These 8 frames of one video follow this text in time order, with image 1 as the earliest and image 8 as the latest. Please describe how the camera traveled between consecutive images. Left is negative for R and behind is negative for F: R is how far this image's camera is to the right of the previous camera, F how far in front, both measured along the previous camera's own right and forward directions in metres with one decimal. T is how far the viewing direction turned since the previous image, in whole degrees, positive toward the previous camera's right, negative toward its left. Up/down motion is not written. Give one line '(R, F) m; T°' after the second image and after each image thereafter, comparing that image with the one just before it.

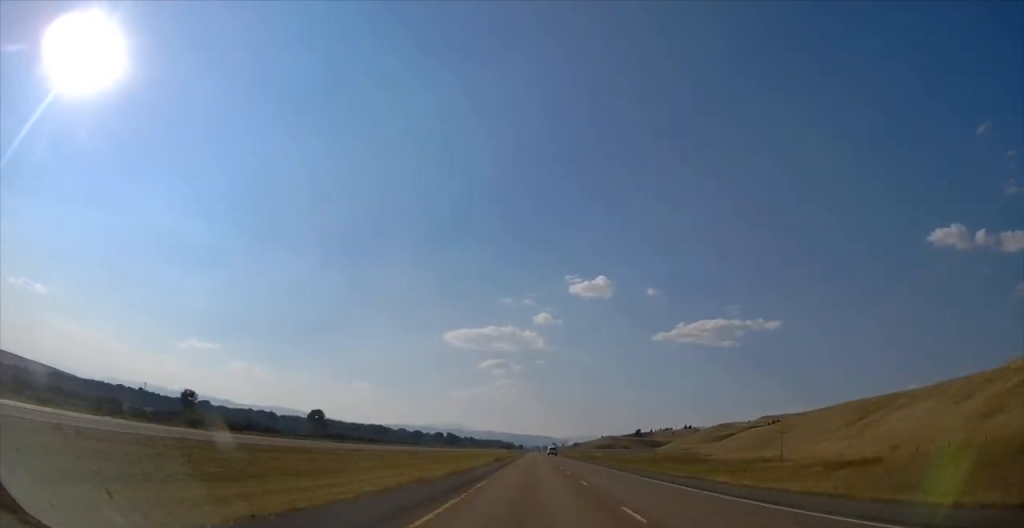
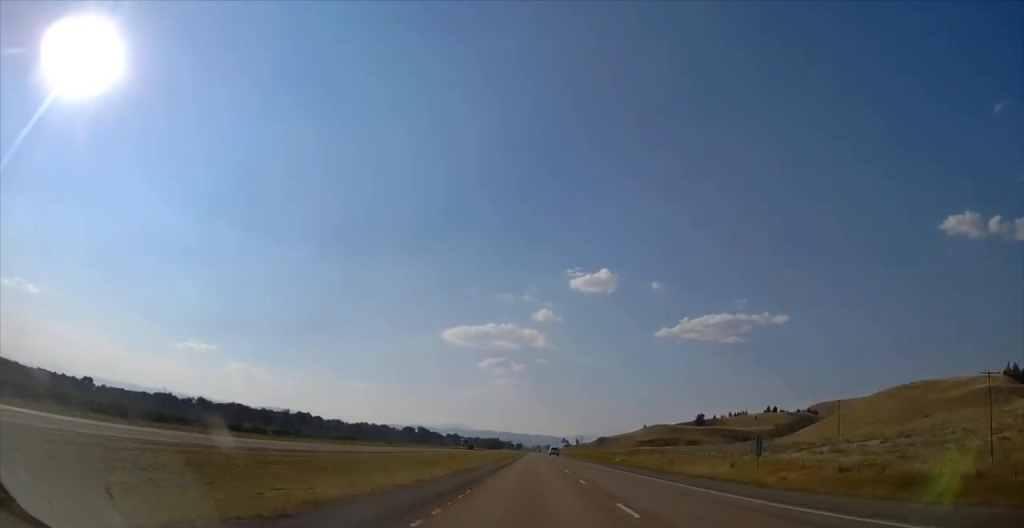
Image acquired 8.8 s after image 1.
(-0.3, +343.3) m; 0°
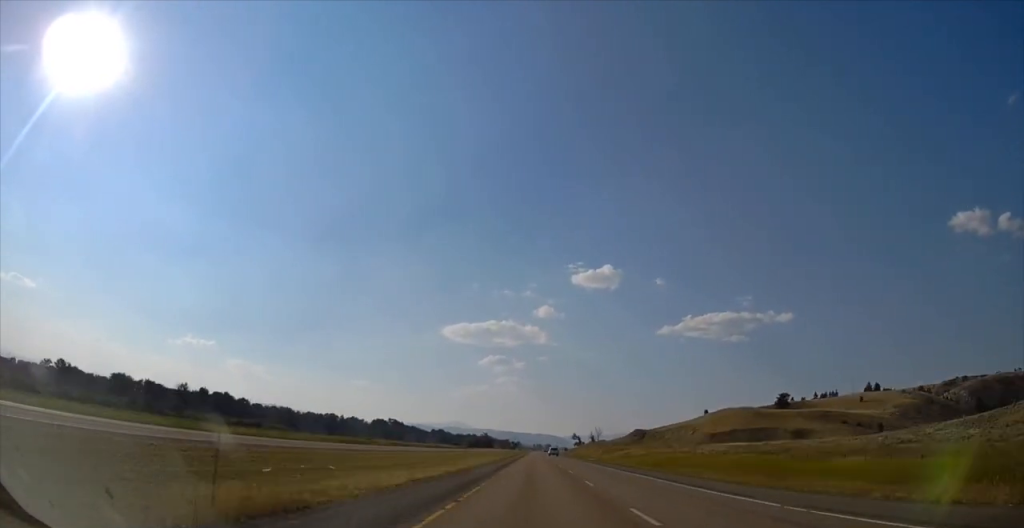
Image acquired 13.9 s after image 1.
(-0.1, +197.8) m; 0°
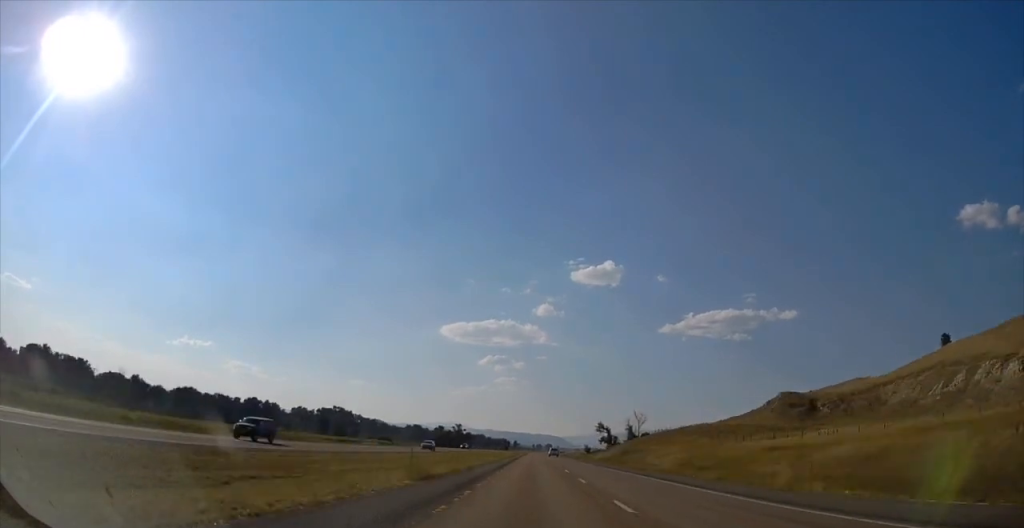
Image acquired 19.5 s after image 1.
(-0.5, +218.9) m; +1°
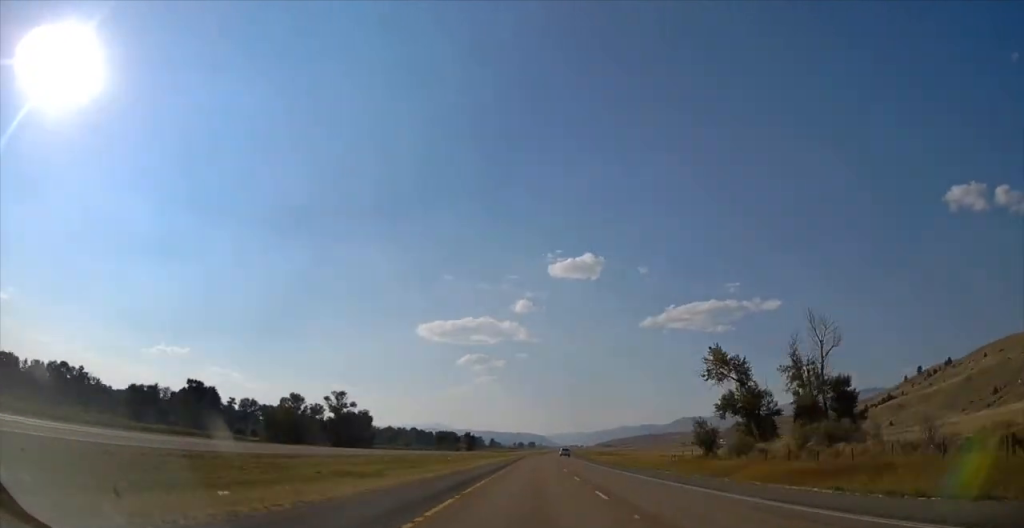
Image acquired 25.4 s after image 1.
(+3.8, +229.2) m; +1°
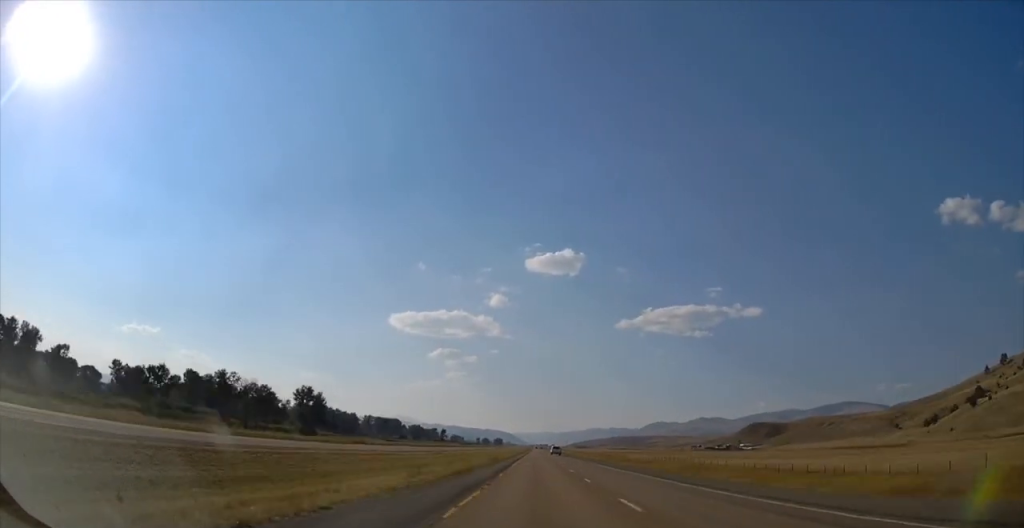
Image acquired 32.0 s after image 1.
(+4.1, +260.6) m; +1°
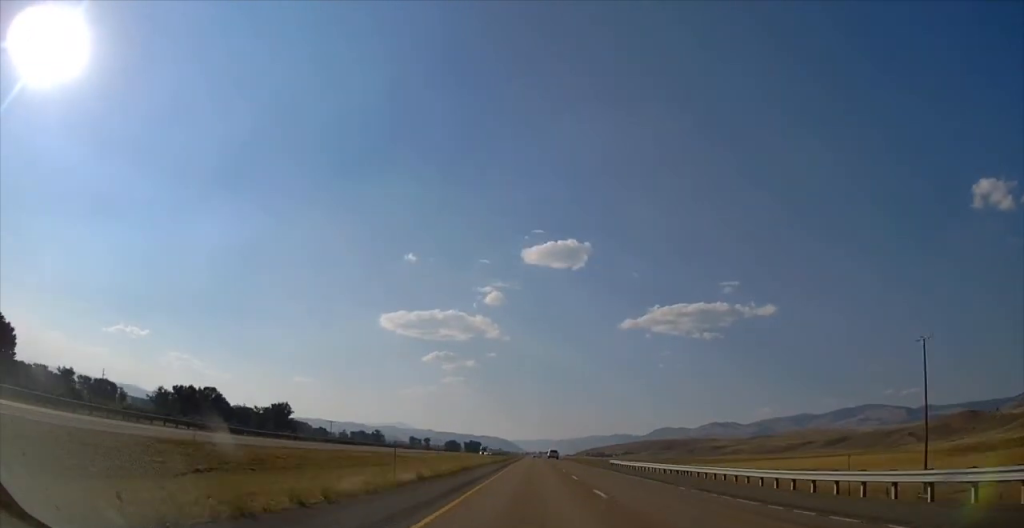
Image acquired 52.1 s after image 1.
(+6.3, +782.1) m; 0°
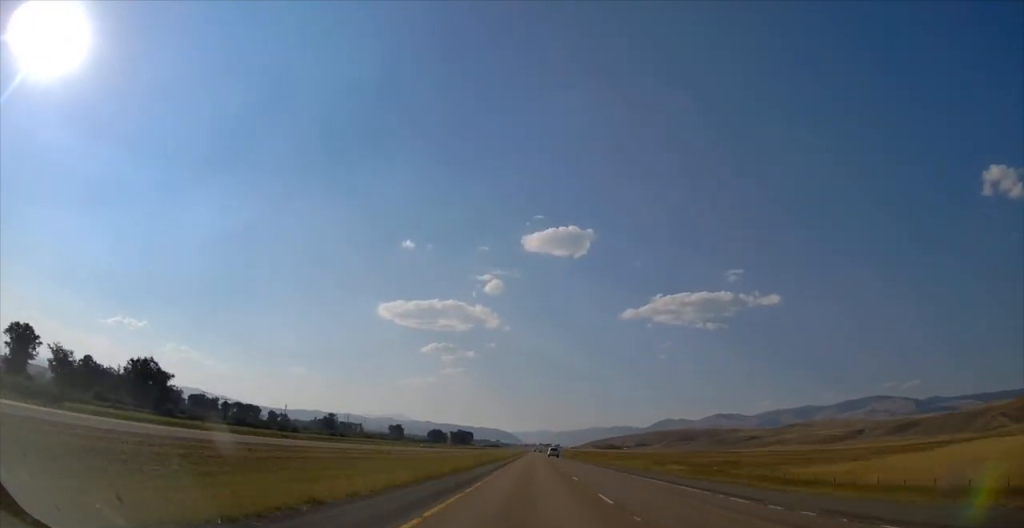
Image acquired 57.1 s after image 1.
(+0.1, +198.3) m; 0°
